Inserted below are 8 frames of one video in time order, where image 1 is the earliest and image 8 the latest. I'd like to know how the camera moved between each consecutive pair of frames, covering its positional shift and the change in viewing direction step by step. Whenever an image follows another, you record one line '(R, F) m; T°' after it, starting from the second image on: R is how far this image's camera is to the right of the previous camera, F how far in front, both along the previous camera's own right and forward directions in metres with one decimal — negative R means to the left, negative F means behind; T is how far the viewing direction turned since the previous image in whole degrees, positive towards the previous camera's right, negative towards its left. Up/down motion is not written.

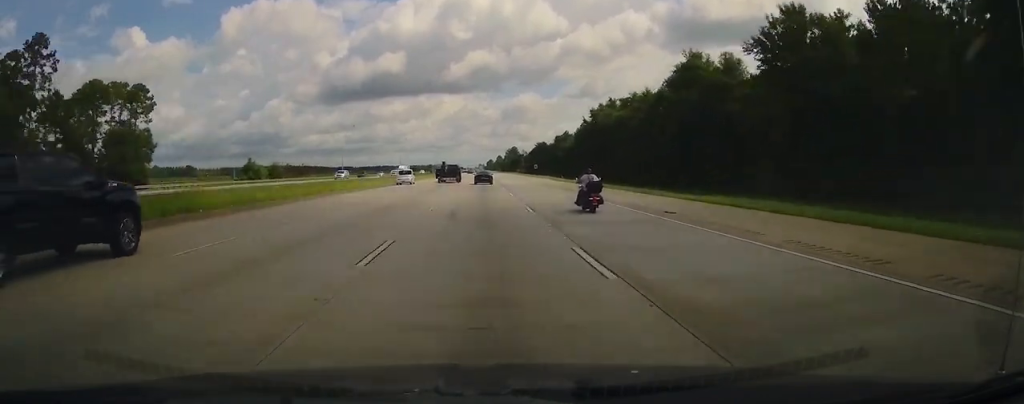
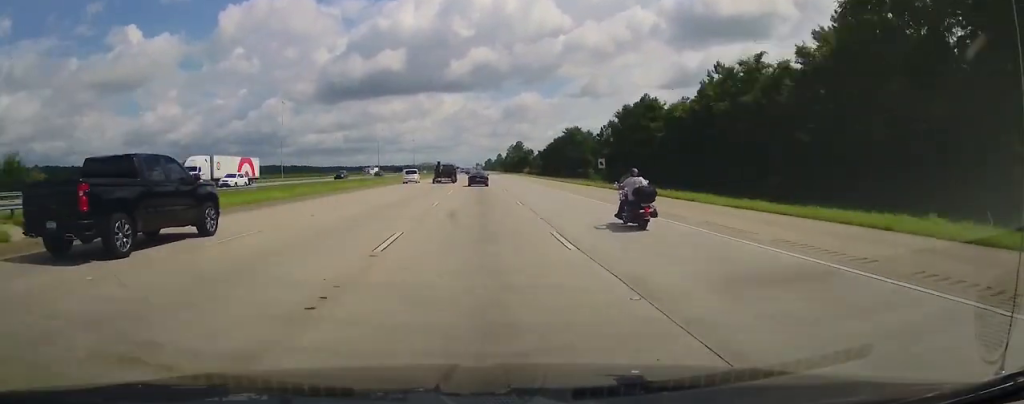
(-0.4, +95.9) m; 0°
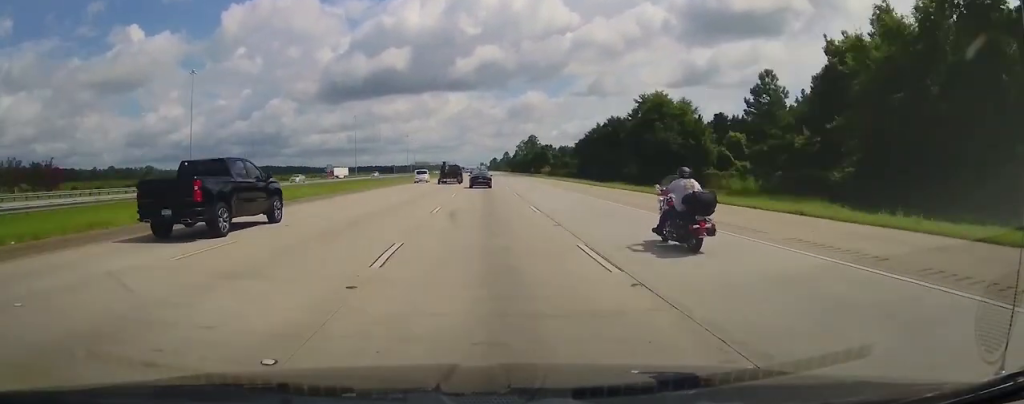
(+0.4, +77.8) m; 0°
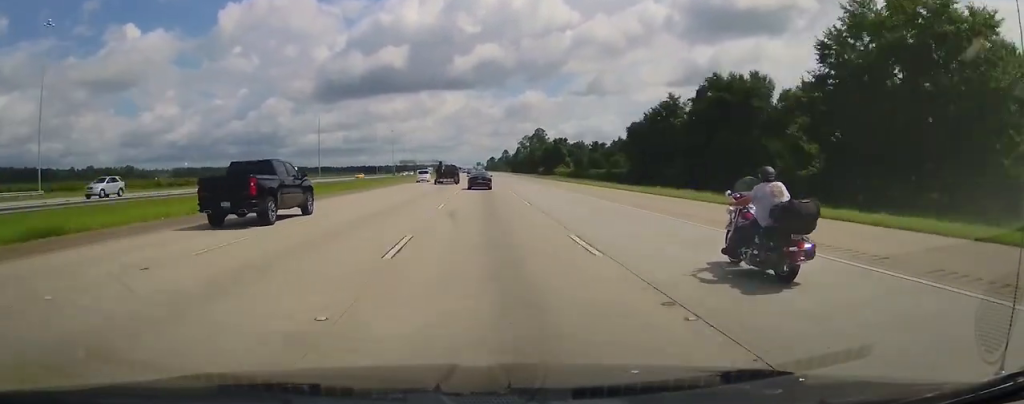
(0.0, +61.4) m; 0°
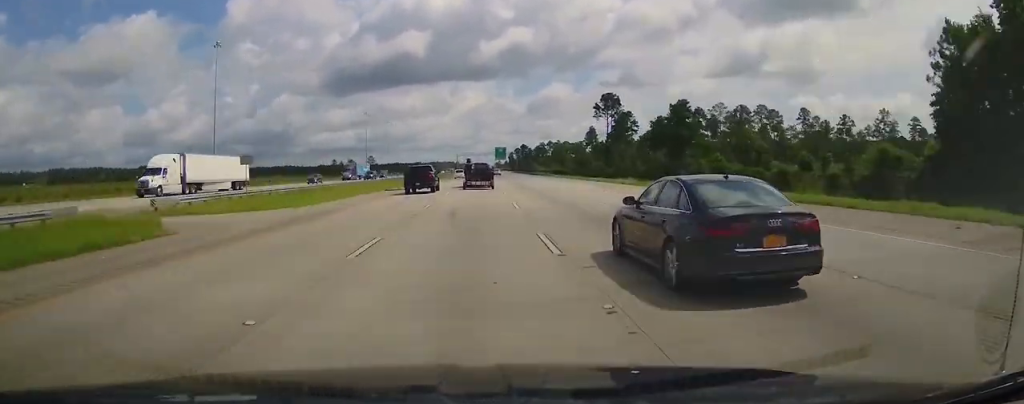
(-6.0, +434.2) m; -1°
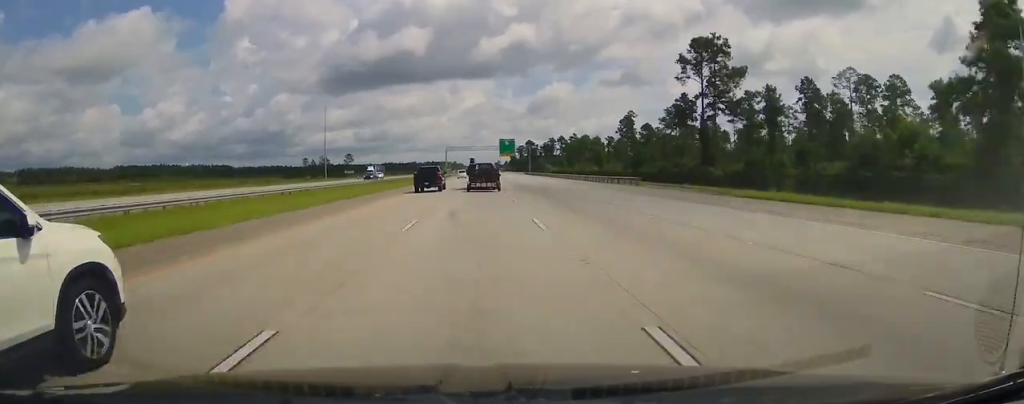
(0.0, +70.5) m; 0°
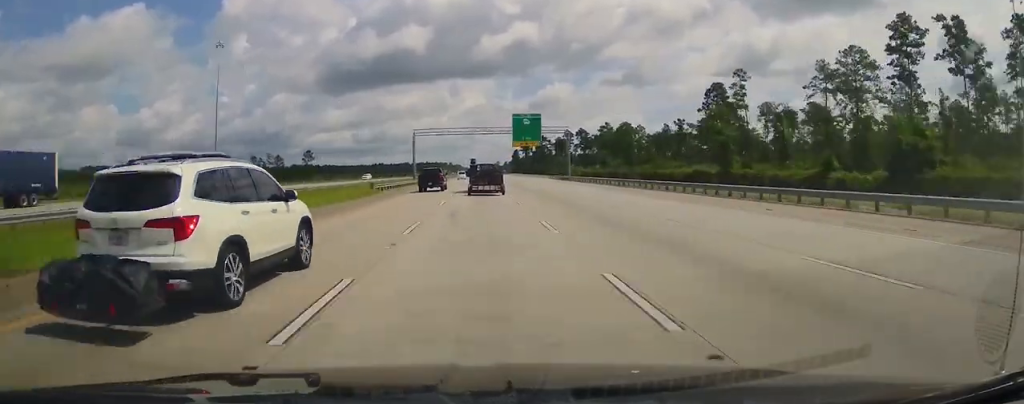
(+0.2, +85.5) m; 0°
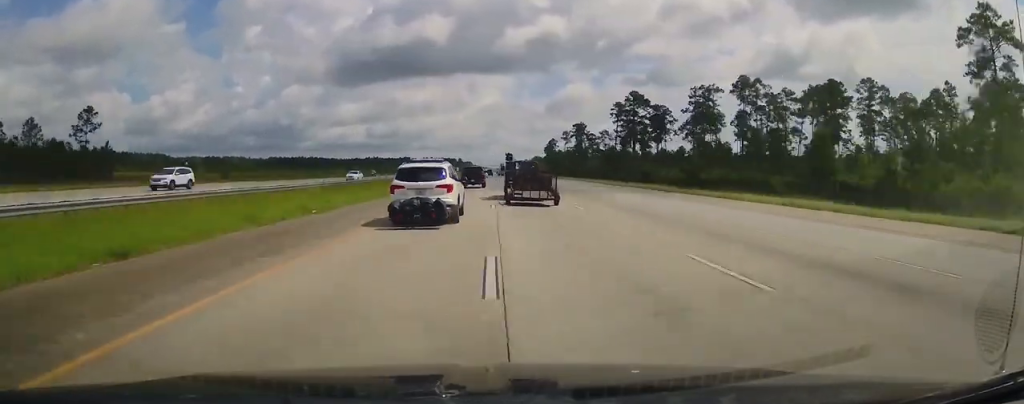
(-1.6, +184.4) m; -1°
